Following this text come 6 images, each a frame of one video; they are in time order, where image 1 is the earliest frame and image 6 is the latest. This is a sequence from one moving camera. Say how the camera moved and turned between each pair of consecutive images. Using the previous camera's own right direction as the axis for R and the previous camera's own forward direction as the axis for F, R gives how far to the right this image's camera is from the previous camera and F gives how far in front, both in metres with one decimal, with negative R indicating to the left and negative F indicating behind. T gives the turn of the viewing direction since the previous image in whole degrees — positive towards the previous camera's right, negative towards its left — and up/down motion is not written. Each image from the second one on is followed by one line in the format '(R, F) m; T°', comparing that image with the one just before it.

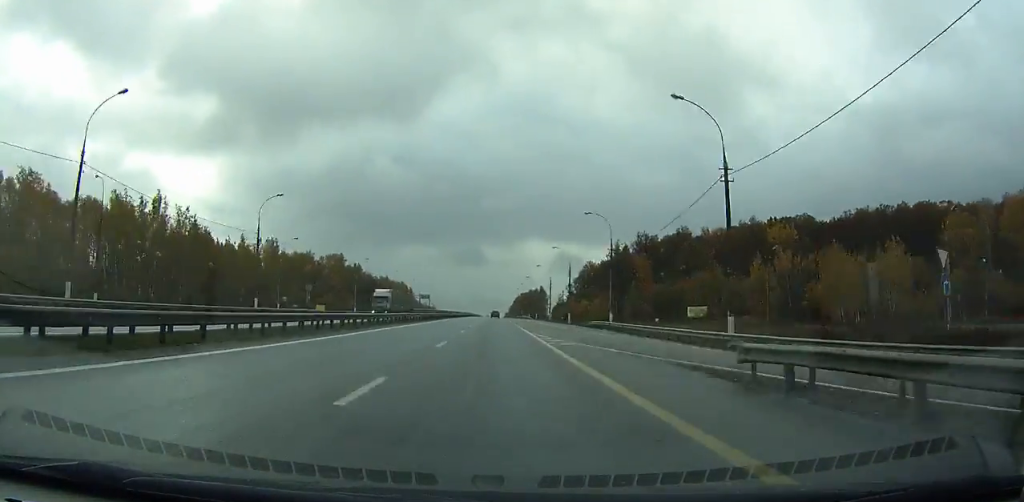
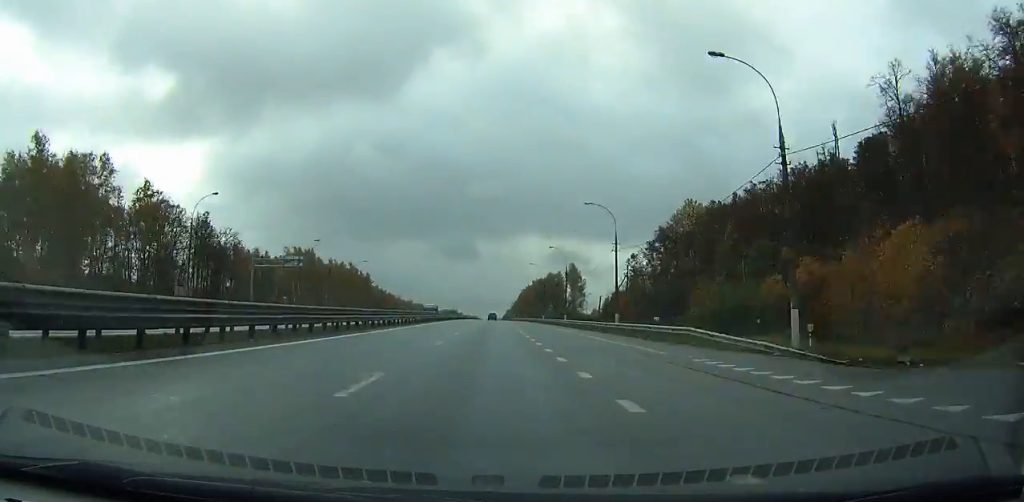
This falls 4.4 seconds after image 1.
(-0.6, +130.2) m; 0°
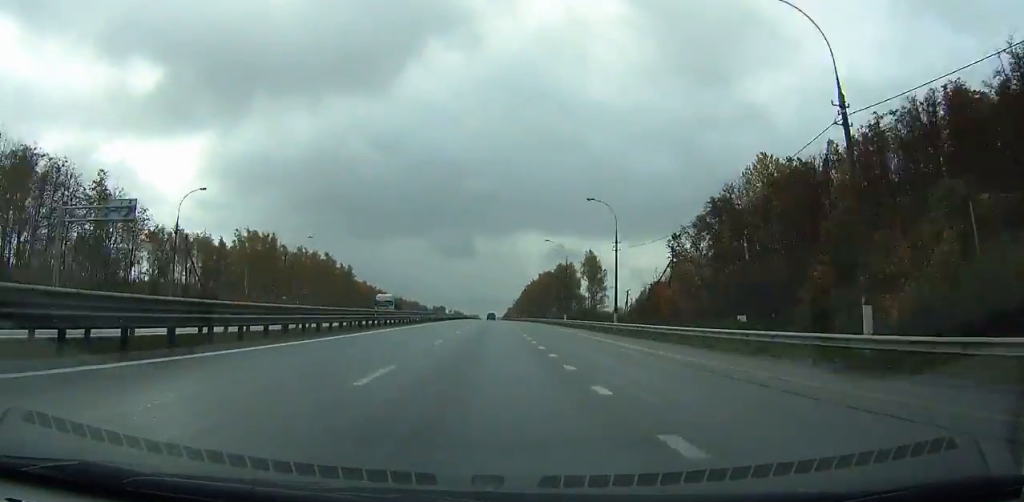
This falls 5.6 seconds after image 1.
(-0.1, +35.7) m; 0°
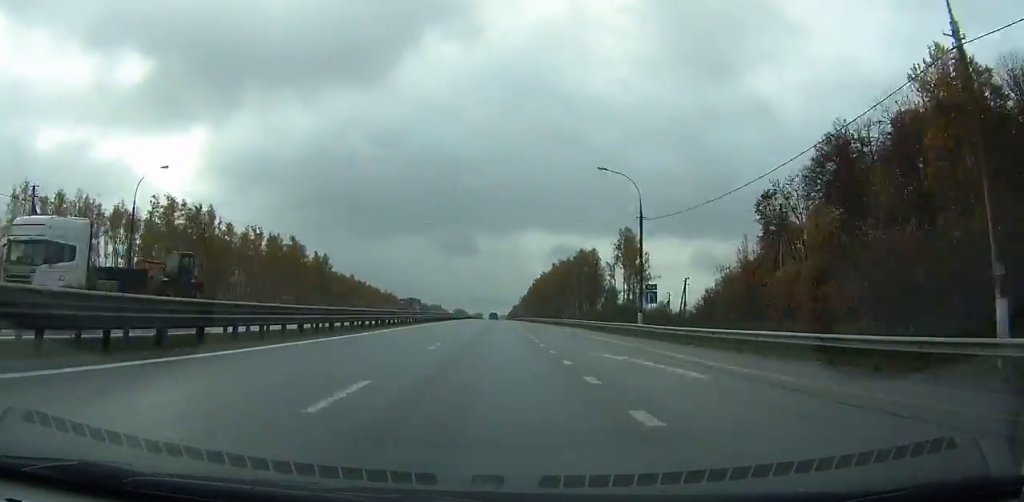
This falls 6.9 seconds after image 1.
(0.0, +38.9) m; 0°
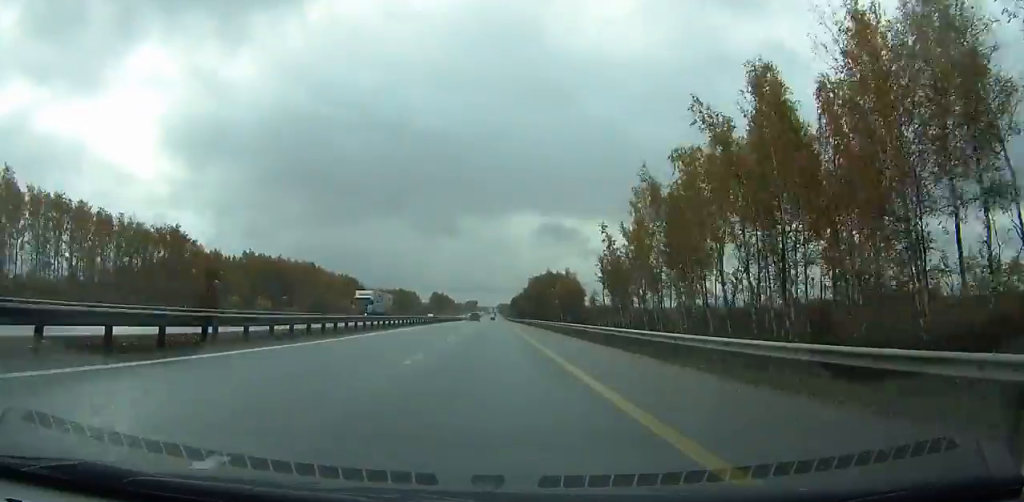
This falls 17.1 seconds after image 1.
(-0.4, +315.3) m; 0°
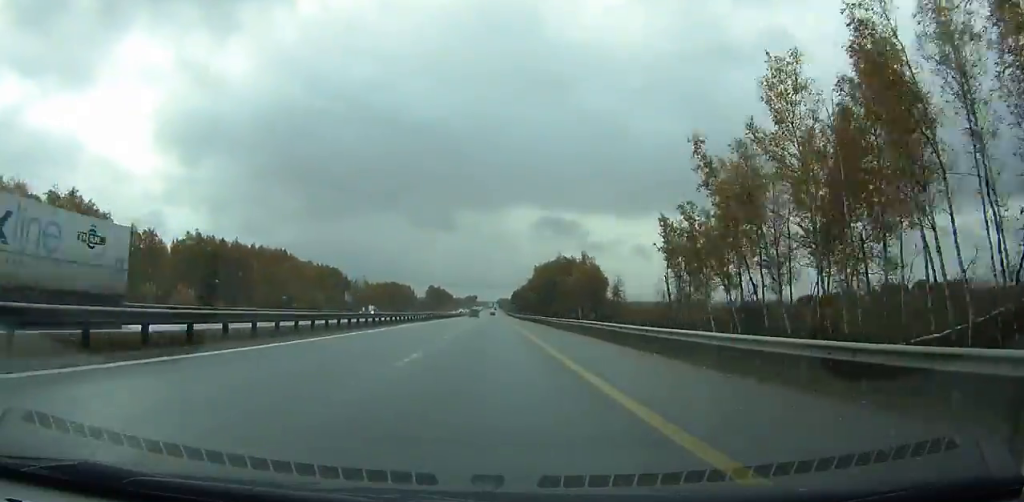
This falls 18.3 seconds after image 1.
(0.0, +38.3) m; 0°
